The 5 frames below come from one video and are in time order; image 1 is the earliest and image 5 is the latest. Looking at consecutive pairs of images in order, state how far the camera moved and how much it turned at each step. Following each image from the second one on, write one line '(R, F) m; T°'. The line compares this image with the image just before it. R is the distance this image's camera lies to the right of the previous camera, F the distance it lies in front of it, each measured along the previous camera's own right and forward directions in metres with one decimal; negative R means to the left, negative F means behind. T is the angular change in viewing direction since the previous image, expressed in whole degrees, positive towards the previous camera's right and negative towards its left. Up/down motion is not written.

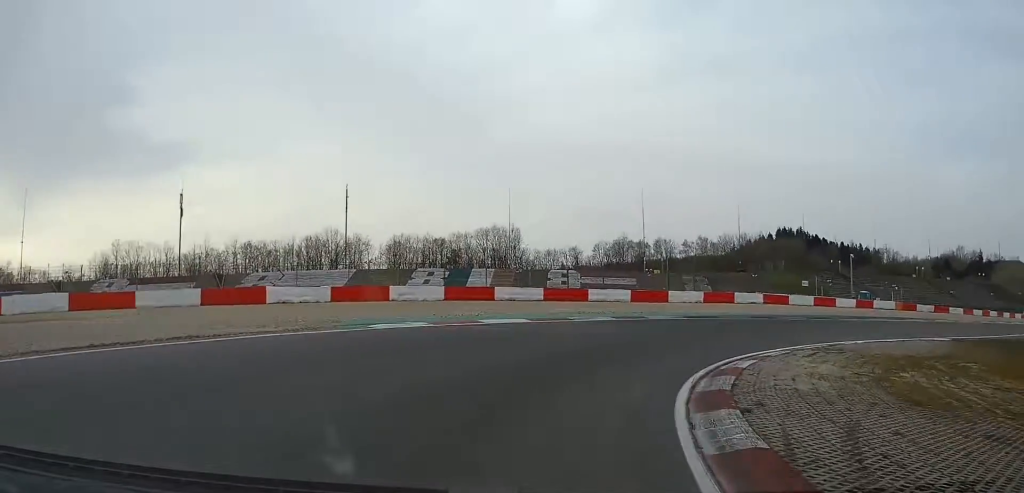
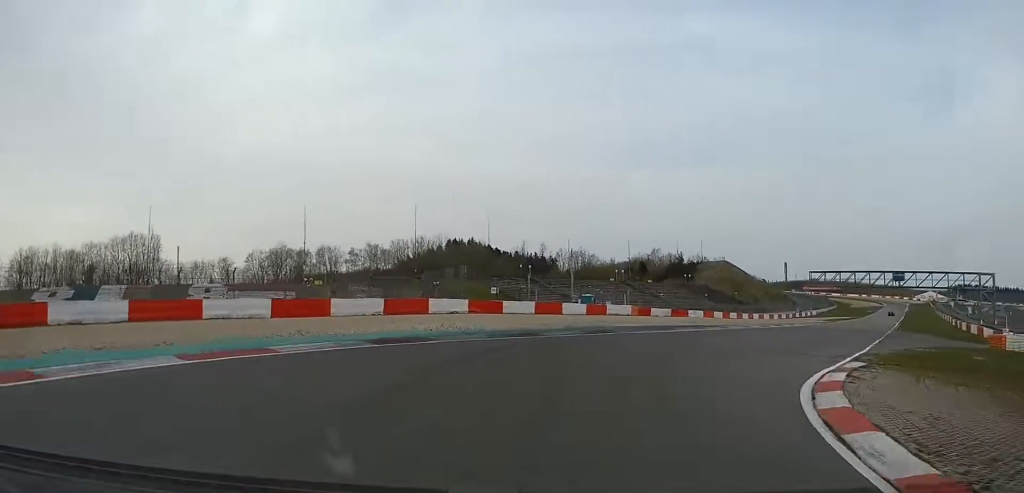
(+5.8, +21.8) m; +26°
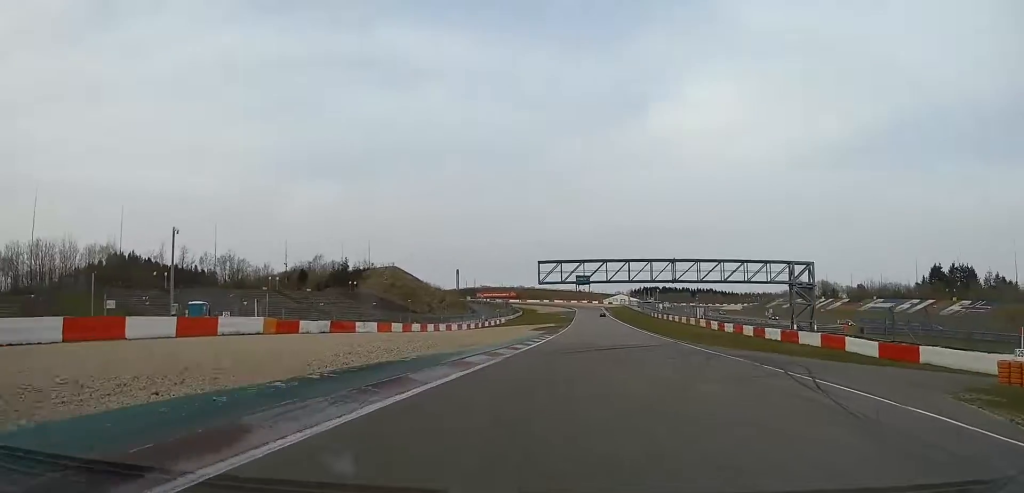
(+6.4, +30.3) m; +22°
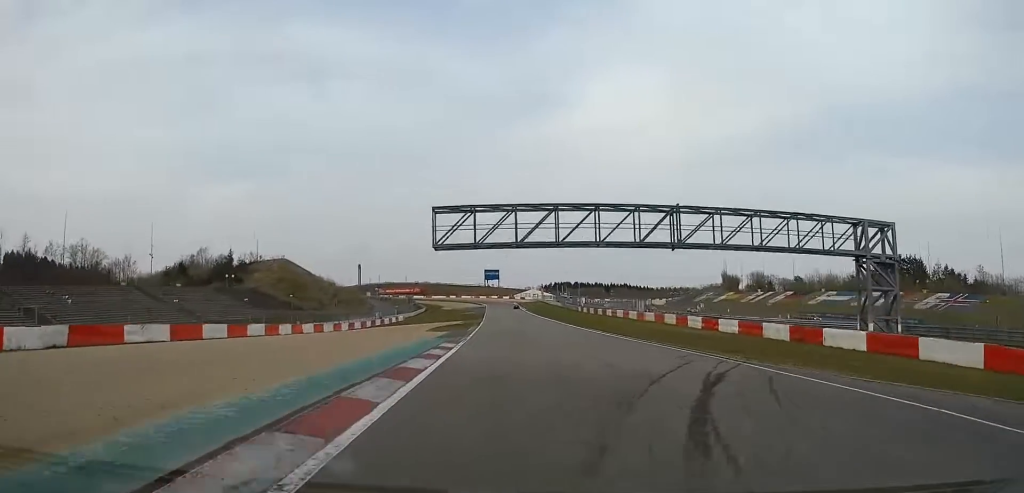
(+3.4, +28.5) m; +8°
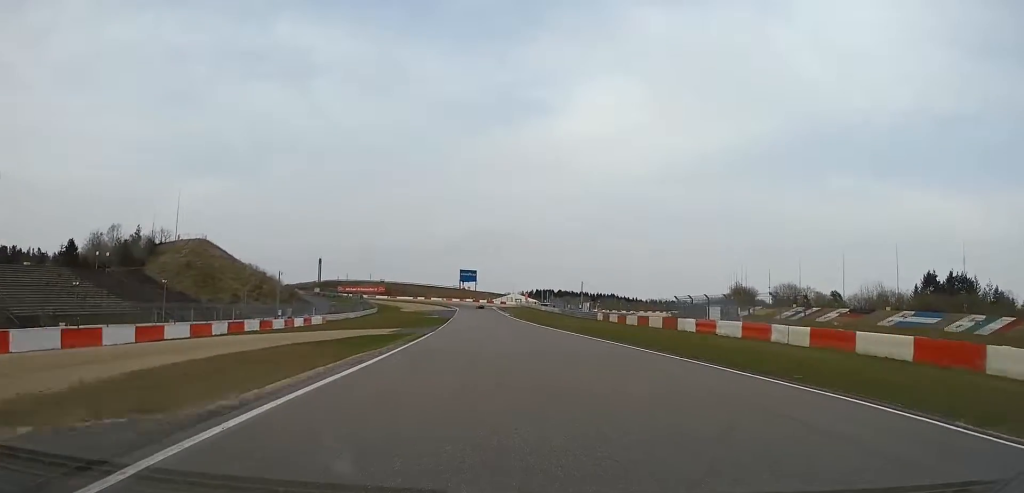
(+1.3, +53.3) m; +2°
